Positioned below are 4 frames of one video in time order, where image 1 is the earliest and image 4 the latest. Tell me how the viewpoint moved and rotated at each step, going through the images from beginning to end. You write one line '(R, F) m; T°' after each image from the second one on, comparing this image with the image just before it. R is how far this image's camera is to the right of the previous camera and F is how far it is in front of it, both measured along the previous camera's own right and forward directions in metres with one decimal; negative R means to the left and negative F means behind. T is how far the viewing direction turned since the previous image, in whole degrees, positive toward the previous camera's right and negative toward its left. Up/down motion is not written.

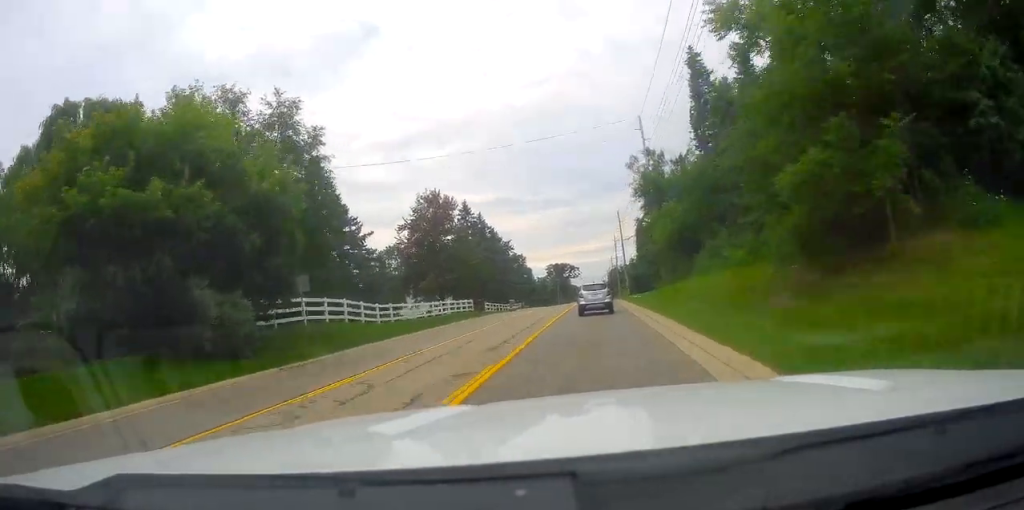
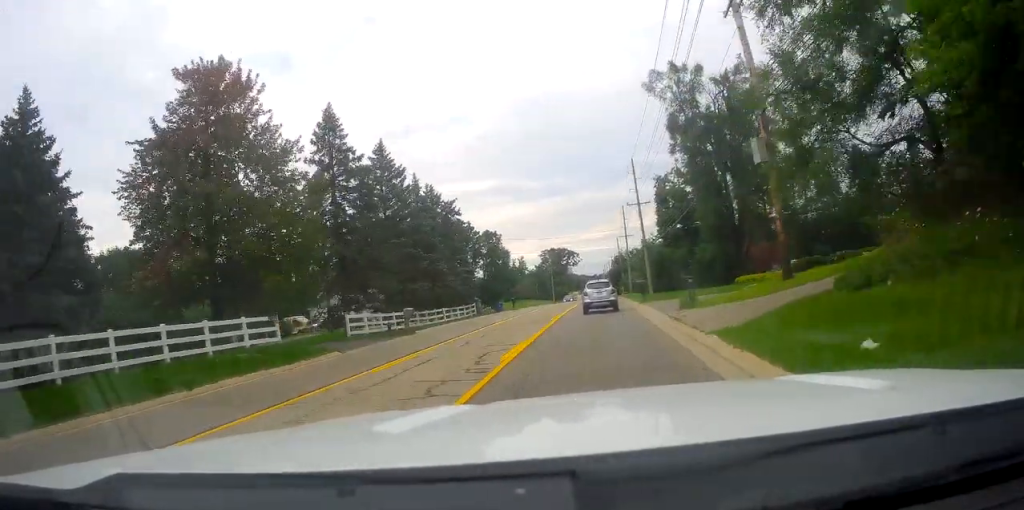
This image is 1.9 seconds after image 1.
(-0.9, +40.7) m; -1°
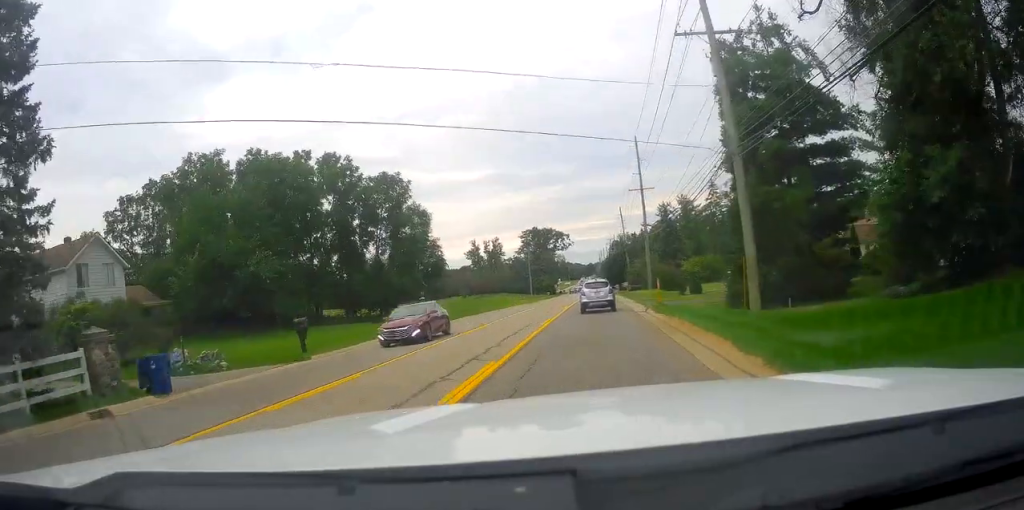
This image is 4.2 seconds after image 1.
(+0.8, +49.5) m; +1°
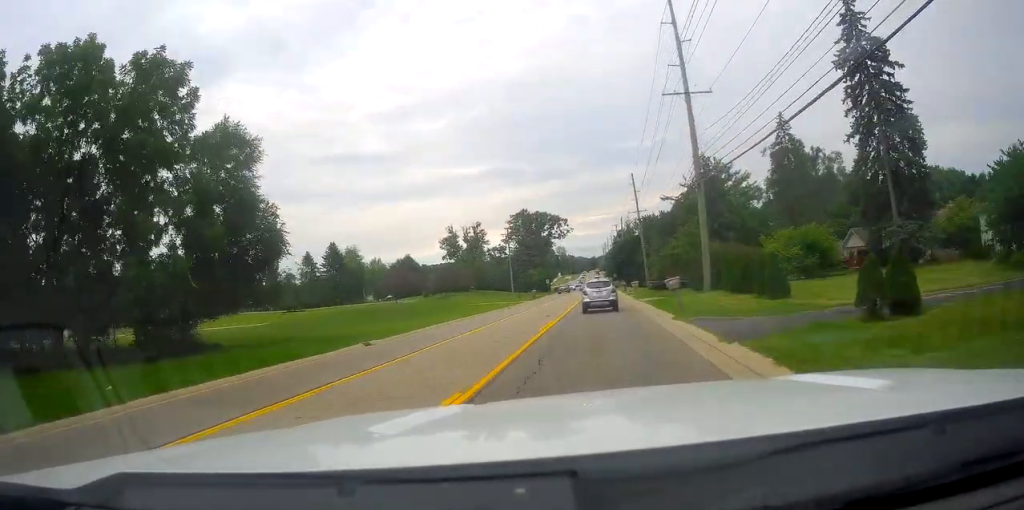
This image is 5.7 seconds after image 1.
(0.0, +33.1) m; -2°
